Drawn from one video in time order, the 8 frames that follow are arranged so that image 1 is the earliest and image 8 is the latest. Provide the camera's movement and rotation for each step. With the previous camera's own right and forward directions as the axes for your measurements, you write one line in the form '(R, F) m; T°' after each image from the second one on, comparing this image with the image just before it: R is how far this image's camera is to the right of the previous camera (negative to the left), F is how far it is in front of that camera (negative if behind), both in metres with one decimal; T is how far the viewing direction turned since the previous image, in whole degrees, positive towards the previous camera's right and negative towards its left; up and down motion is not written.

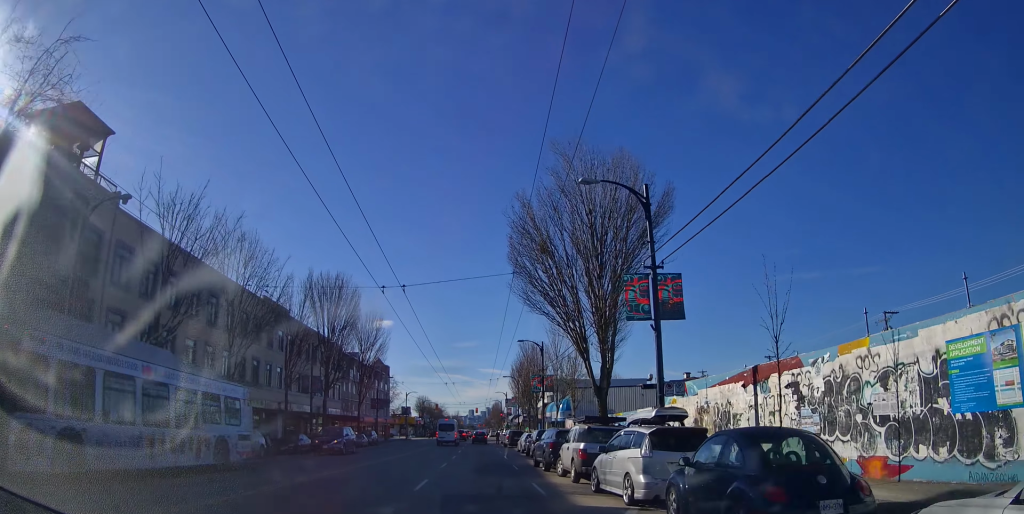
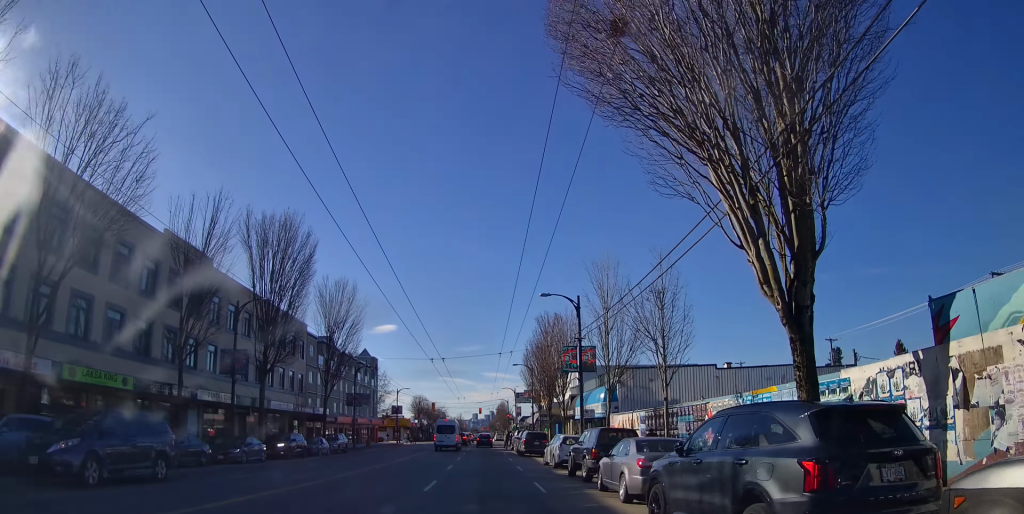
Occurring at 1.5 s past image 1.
(-0.1, +17.4) m; -1°
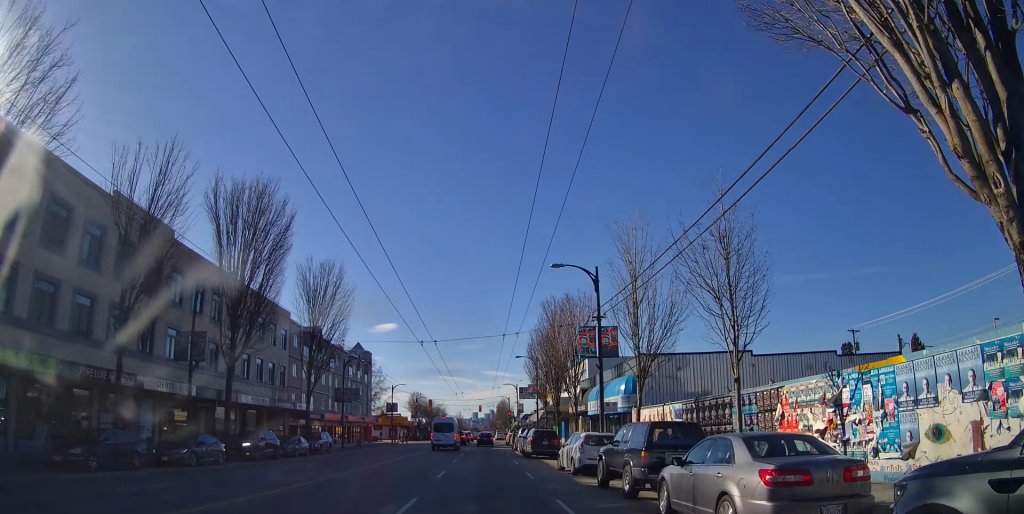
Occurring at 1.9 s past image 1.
(+0.1, +5.5) m; -1°
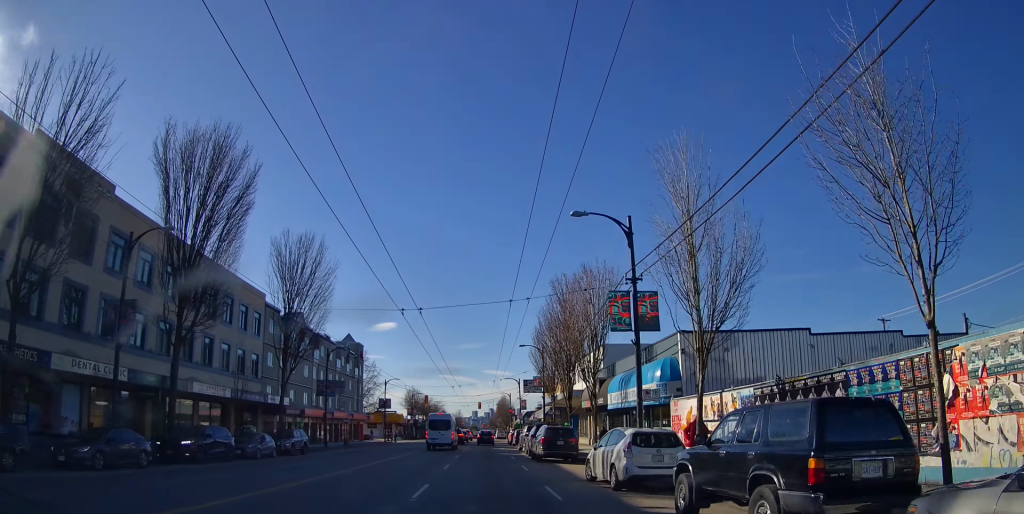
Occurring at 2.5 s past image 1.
(-0.1, +6.7) m; -1°
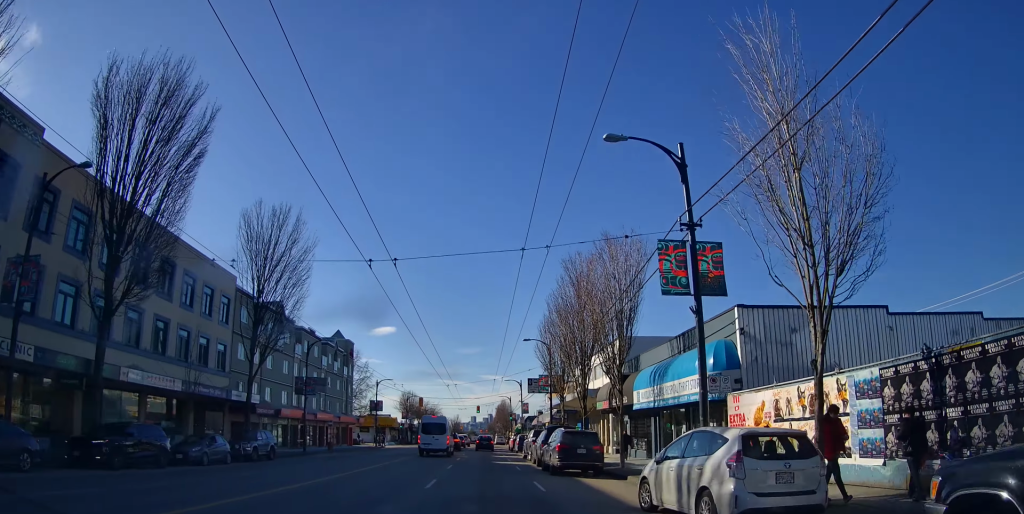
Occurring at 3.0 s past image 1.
(-0.3, +6.2) m; 0°
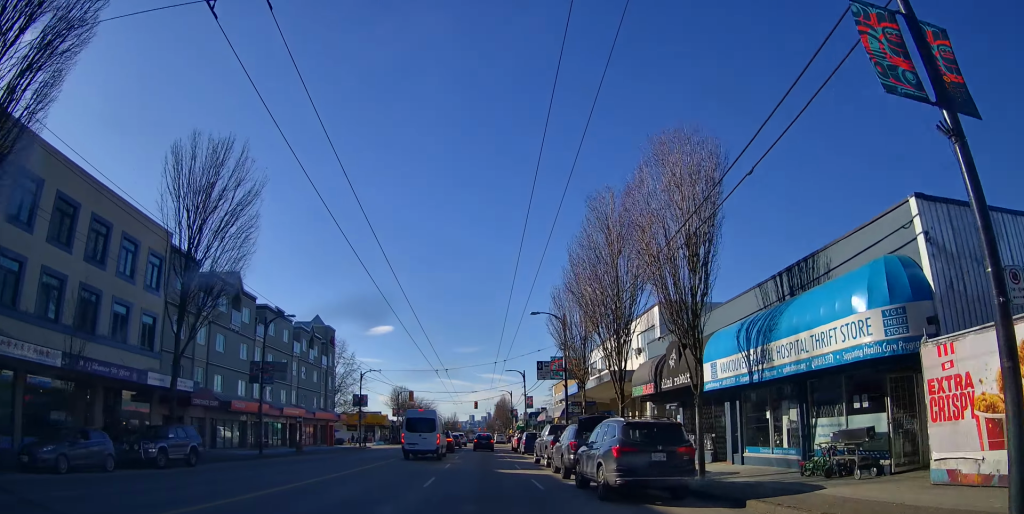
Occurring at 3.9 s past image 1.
(+0.3, +9.5) m; +2°
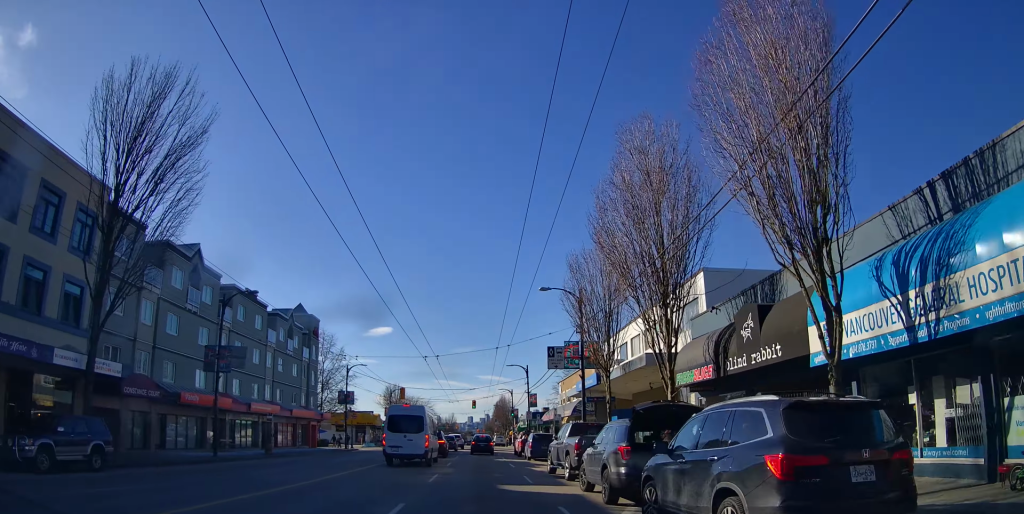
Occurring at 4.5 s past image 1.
(+0.1, +6.8) m; +1°
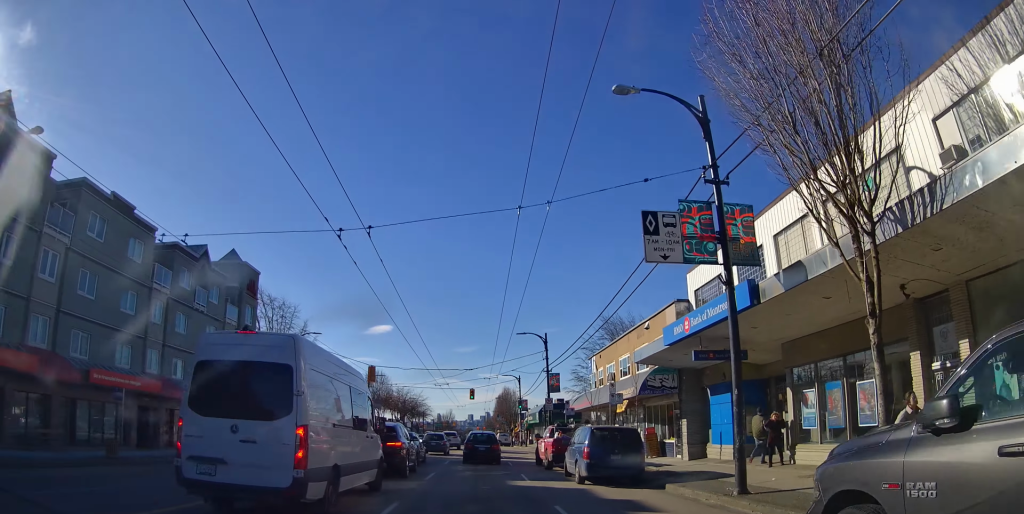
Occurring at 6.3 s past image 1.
(-0.1, +19.5) m; -3°
